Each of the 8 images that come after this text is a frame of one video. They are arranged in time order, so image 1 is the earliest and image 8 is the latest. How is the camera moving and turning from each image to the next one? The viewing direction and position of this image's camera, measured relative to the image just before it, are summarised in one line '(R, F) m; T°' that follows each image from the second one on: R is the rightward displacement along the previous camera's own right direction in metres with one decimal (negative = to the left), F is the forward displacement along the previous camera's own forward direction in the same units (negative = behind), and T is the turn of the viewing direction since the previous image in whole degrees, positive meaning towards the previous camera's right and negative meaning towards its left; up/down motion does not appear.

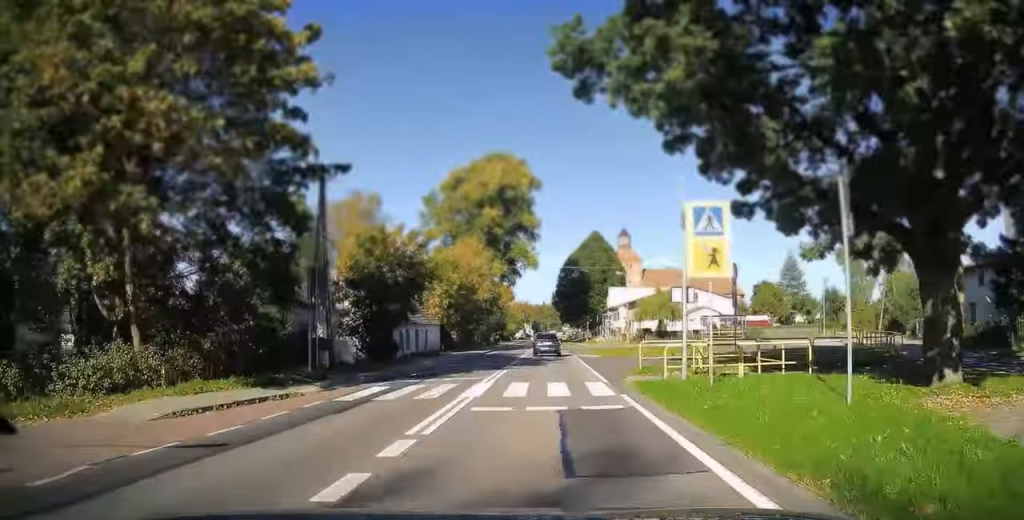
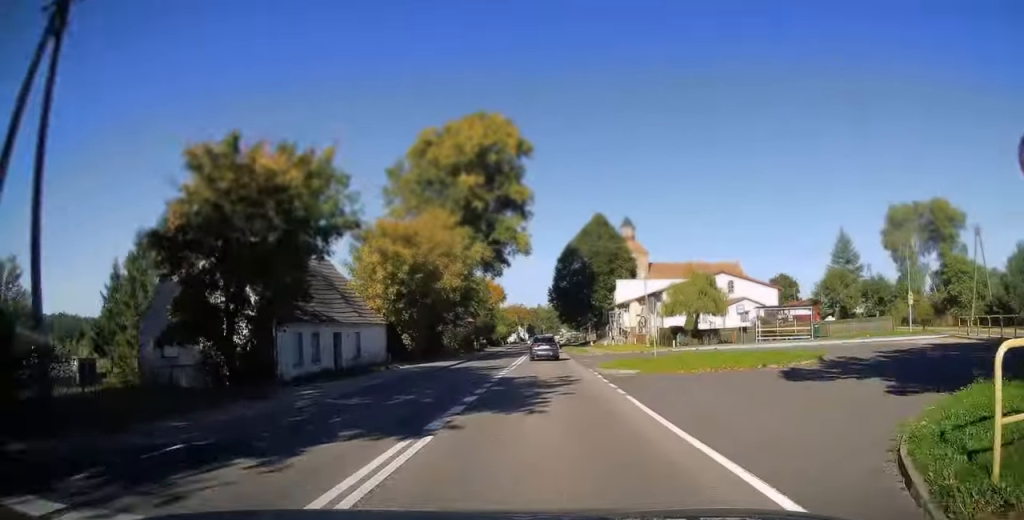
(-0.4, +16.1) m; -1°
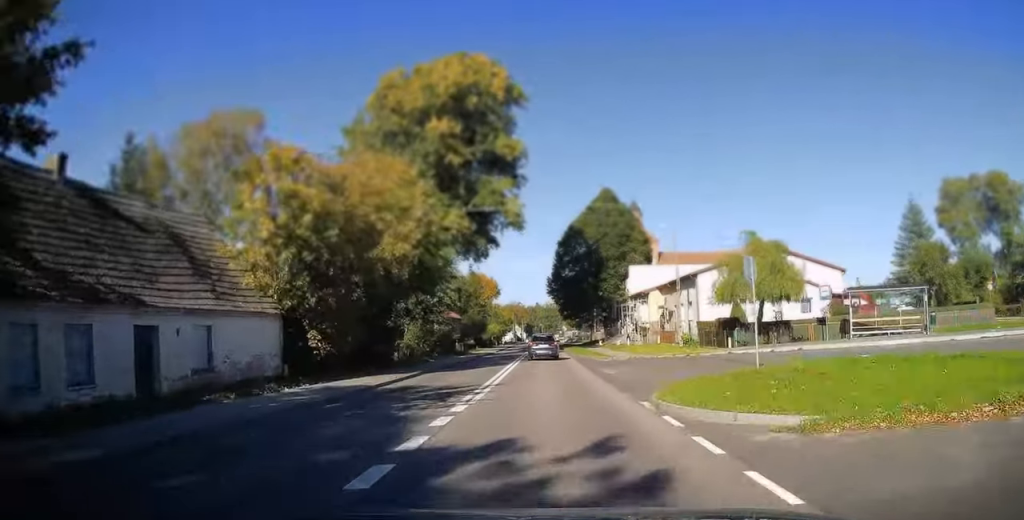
(+0.1, +13.7) m; 0°
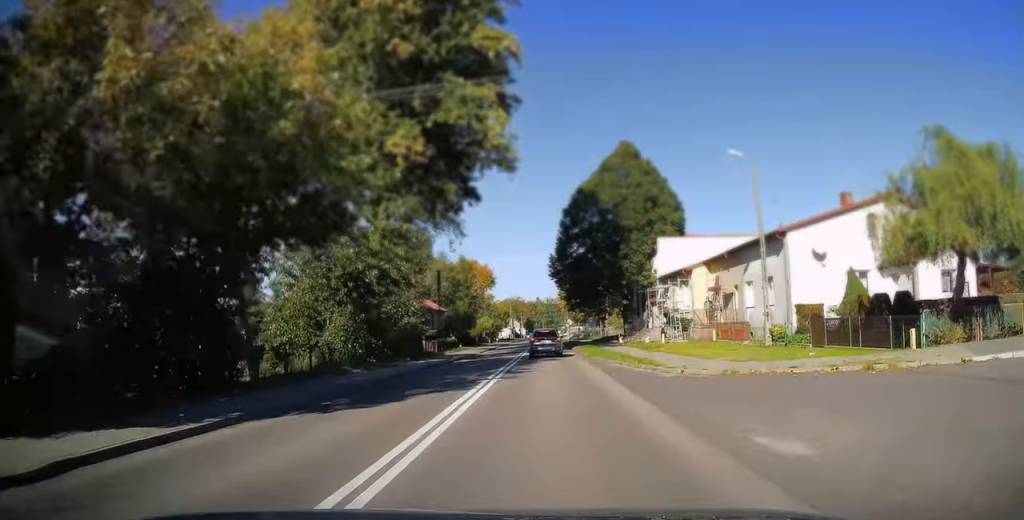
(+0.1, +16.2) m; 0°
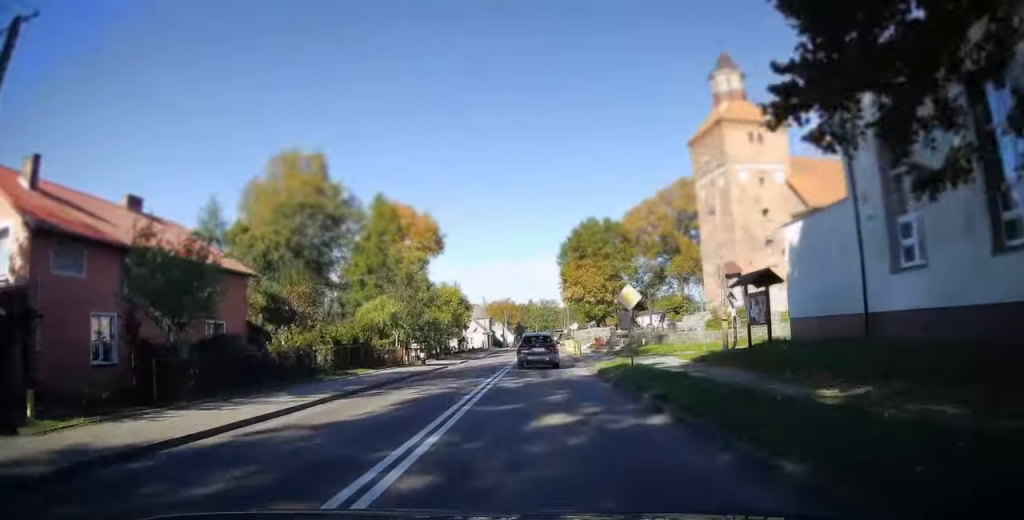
(+0.1, +53.0) m; 0°
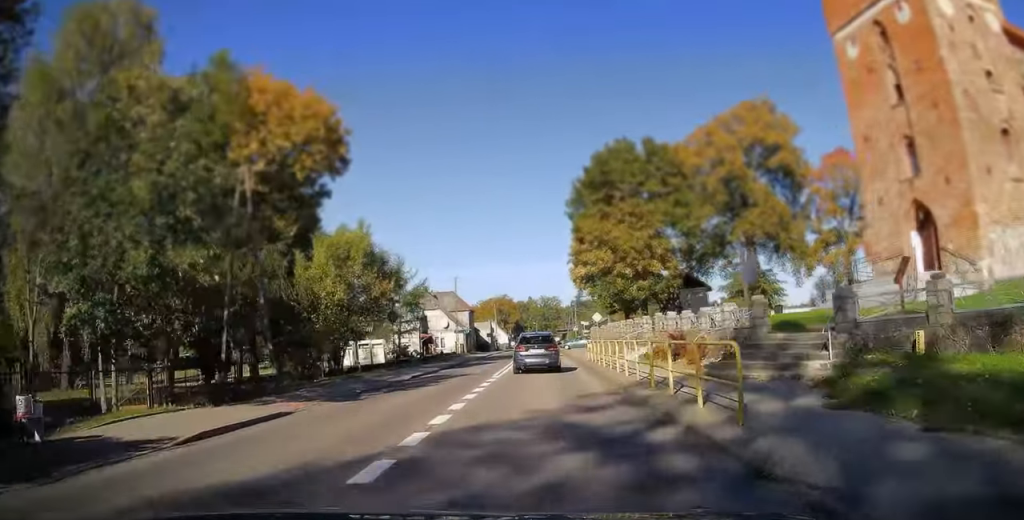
(0.0, +30.7) m; 0°
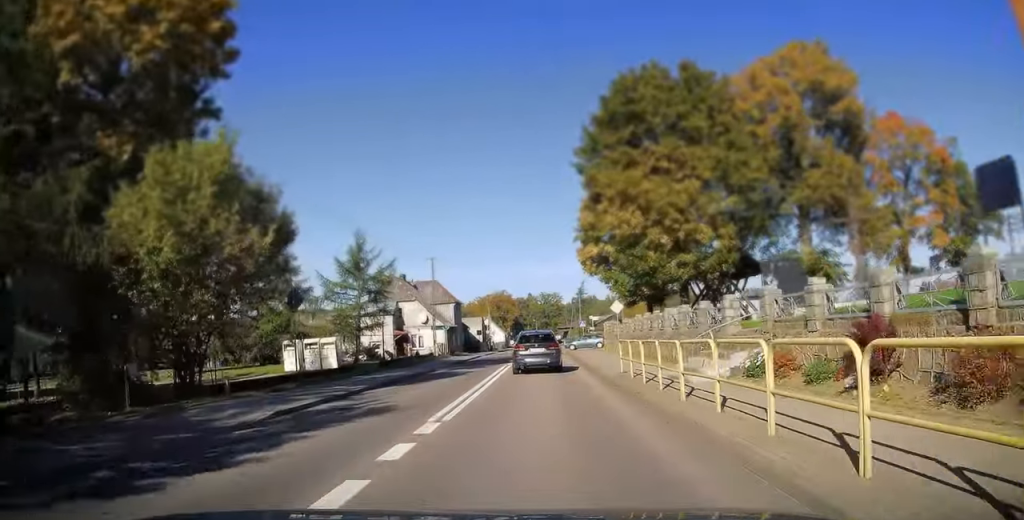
(+0.1, +12.8) m; 0°
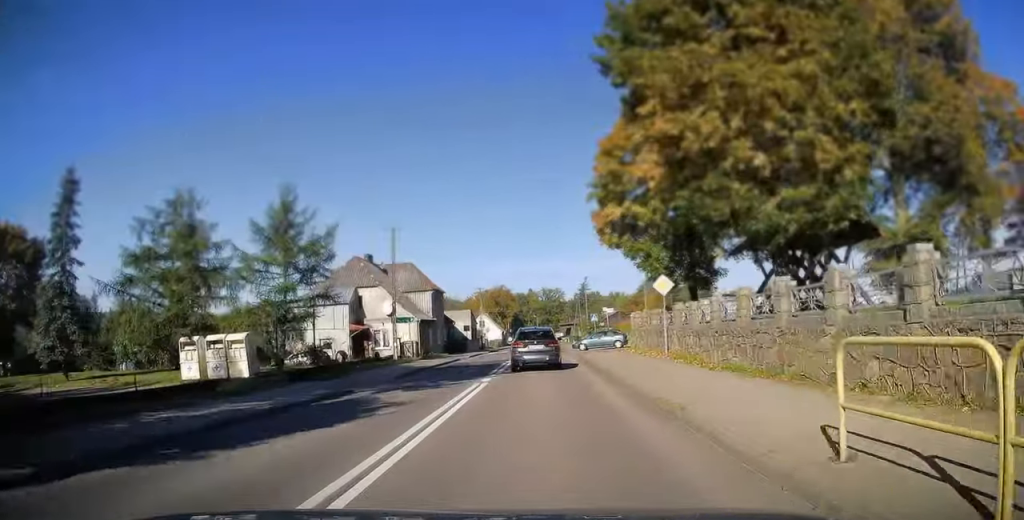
(0.0, +13.5) m; 0°
